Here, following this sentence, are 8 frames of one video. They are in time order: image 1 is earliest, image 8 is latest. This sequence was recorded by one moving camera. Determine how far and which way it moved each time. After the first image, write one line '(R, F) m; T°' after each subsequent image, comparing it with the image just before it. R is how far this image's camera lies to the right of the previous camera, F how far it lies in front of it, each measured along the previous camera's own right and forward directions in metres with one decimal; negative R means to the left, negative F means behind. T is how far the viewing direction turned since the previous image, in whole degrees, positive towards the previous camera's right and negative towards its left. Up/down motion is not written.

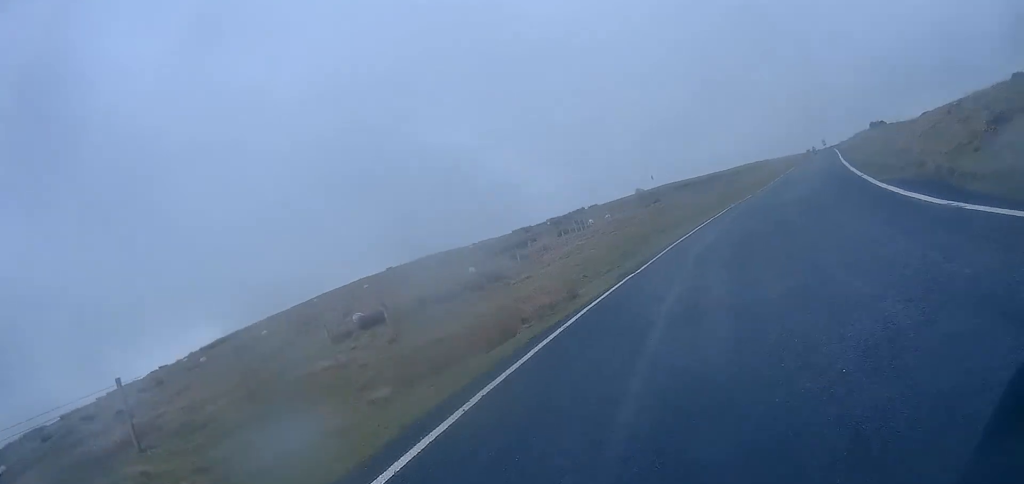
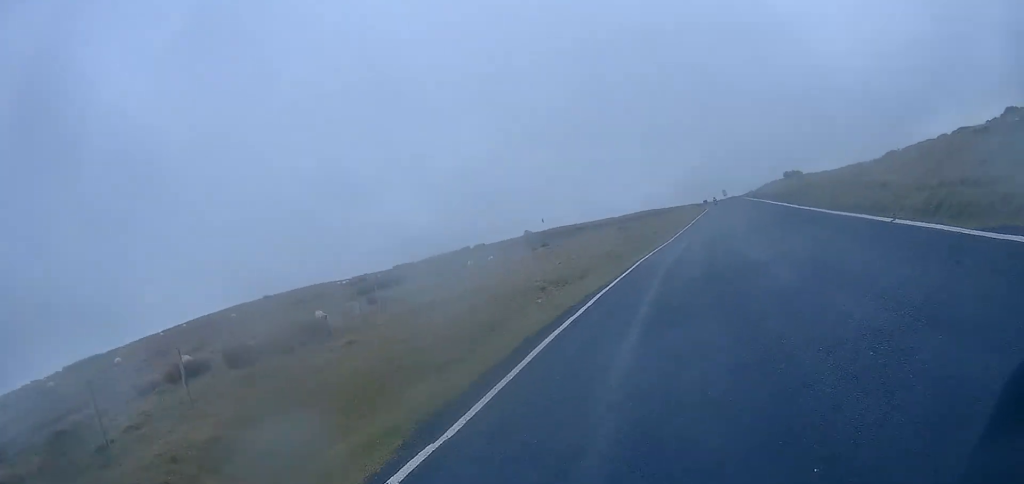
(+0.9, +6.5) m; +14°
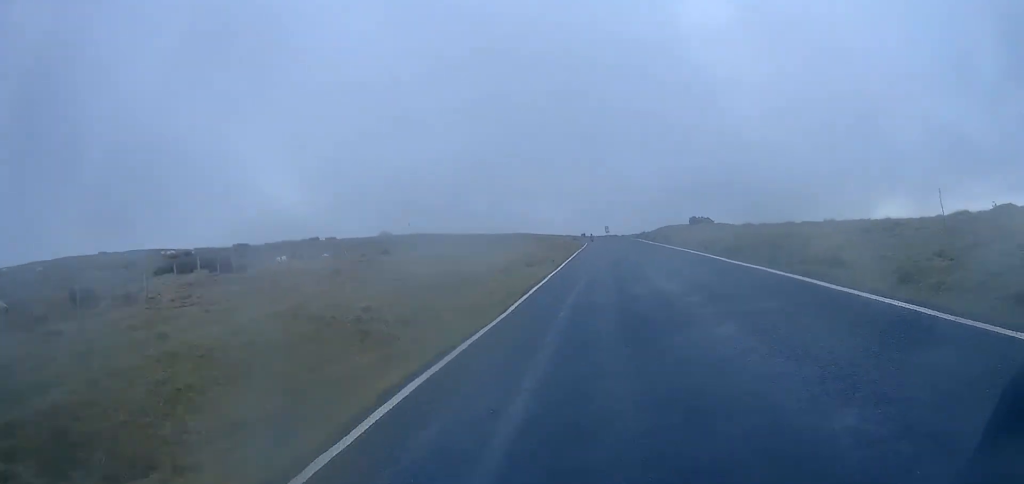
(+2.4, +12.4) m; +17°
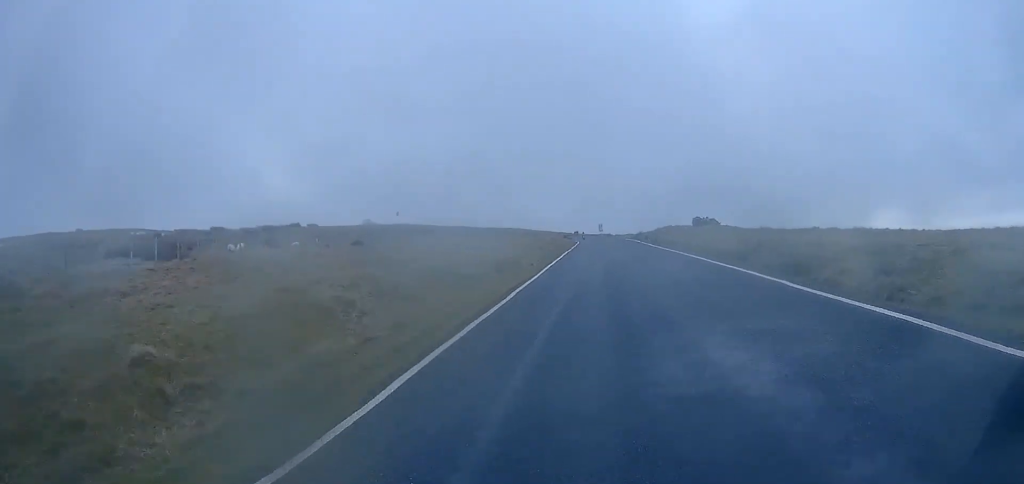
(+0.2, +5.5) m; +3°
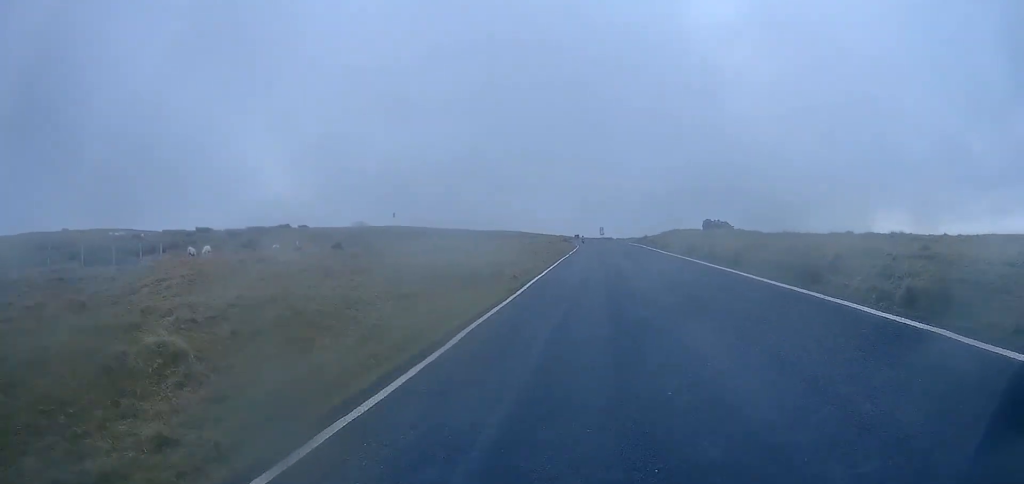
(+0.1, +4.4) m; +1°
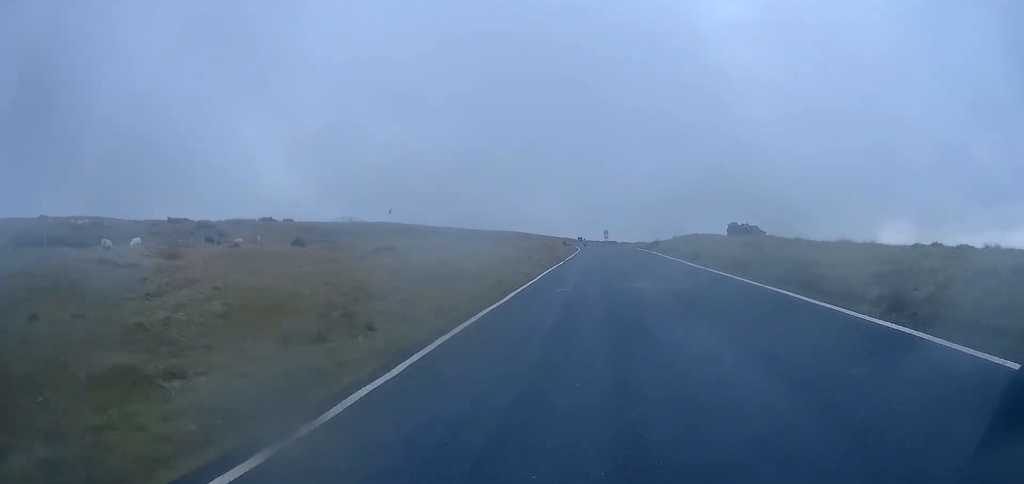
(+0.1, +7.5) m; +1°
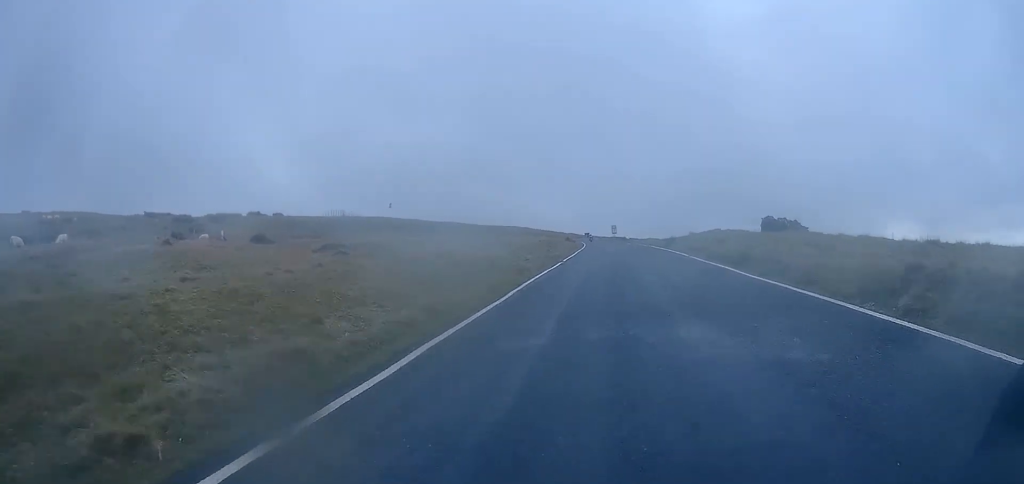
(+0.1, +6.3) m; 0°
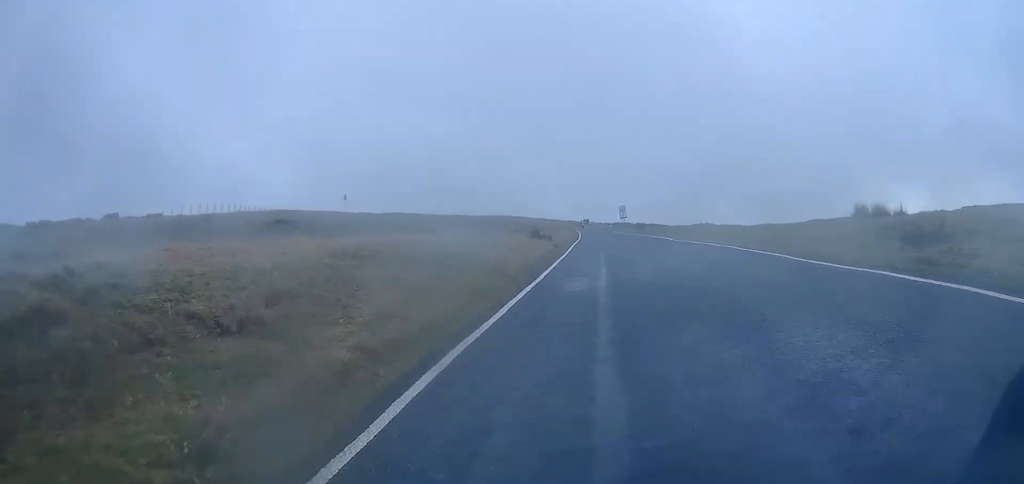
(-0.4, +34.4) m; -1°
